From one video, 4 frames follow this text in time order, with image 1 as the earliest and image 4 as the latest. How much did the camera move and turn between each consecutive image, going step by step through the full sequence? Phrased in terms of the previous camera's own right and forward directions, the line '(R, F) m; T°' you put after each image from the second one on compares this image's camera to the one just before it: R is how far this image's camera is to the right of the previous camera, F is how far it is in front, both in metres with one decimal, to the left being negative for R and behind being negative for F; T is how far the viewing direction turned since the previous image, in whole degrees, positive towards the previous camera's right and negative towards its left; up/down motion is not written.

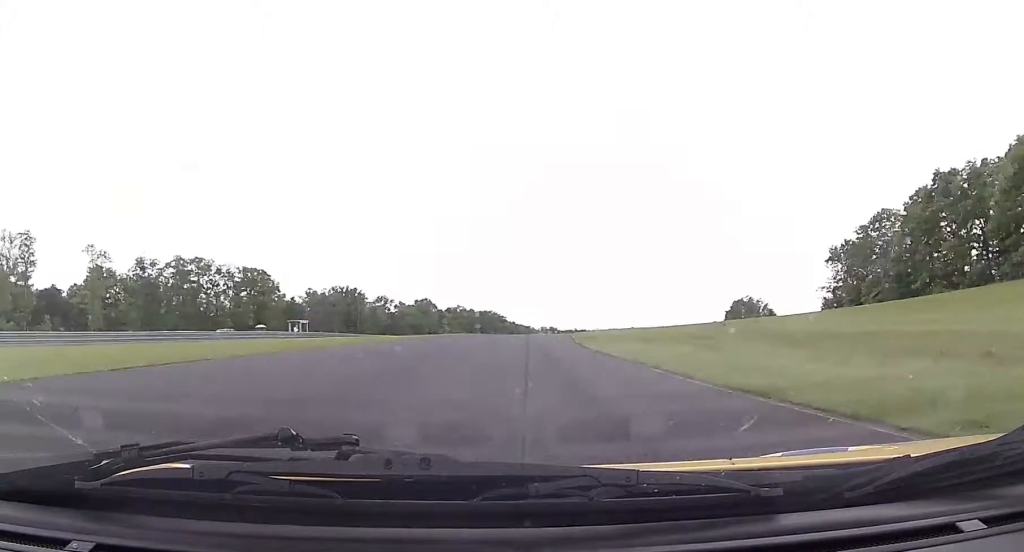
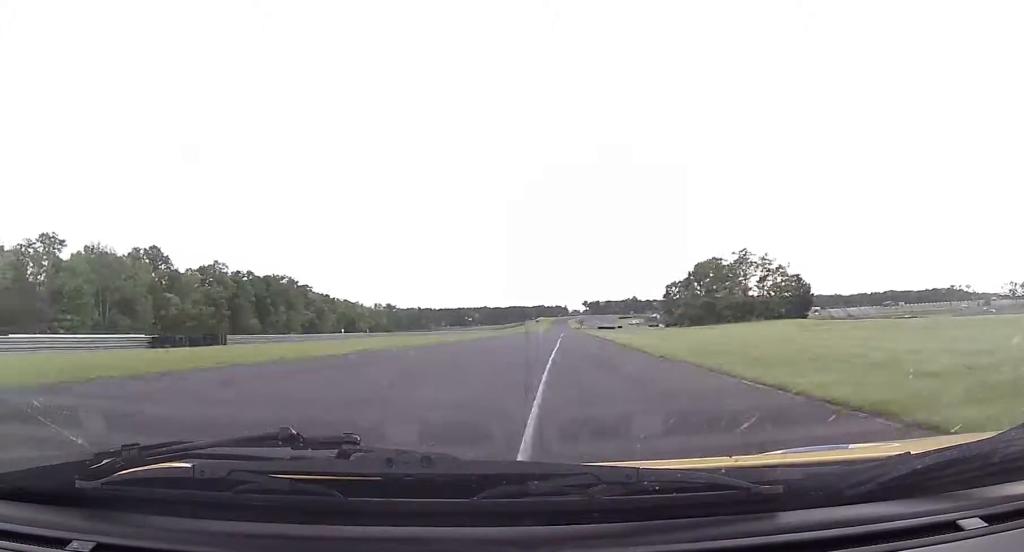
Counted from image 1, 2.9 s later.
(+9.9, +128.0) m; +9°
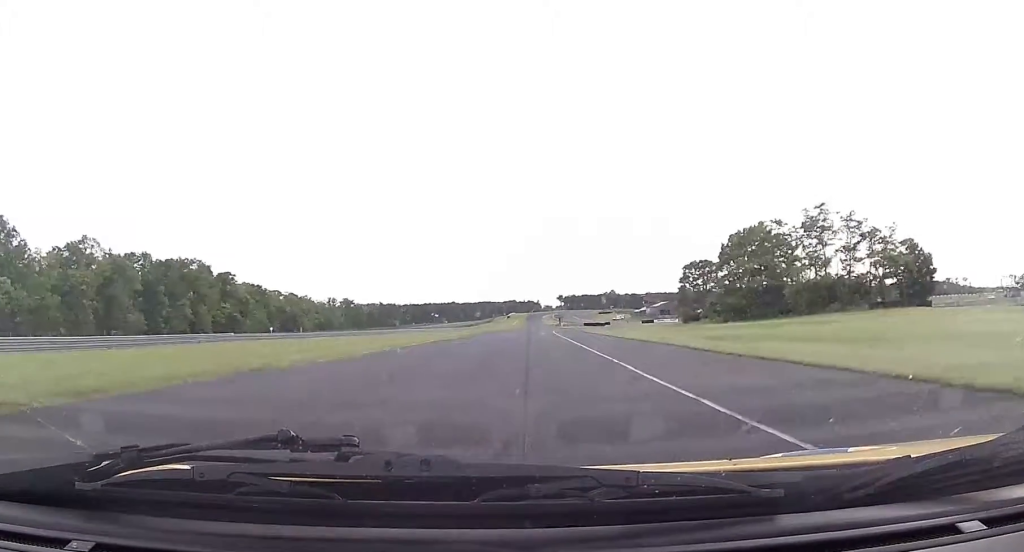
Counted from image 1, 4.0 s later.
(+2.2, +47.7) m; +3°
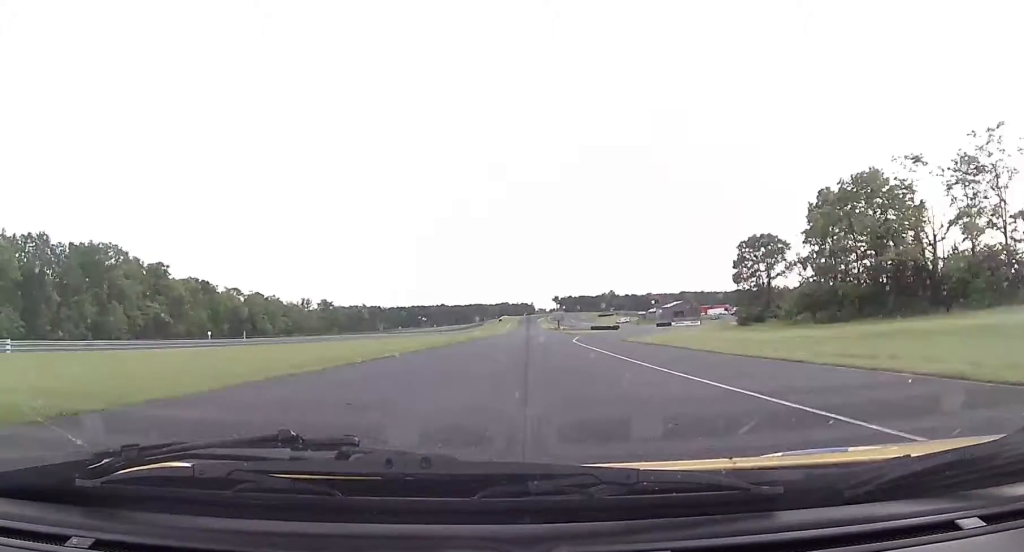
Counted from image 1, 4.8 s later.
(+0.3, +39.0) m; 0°
